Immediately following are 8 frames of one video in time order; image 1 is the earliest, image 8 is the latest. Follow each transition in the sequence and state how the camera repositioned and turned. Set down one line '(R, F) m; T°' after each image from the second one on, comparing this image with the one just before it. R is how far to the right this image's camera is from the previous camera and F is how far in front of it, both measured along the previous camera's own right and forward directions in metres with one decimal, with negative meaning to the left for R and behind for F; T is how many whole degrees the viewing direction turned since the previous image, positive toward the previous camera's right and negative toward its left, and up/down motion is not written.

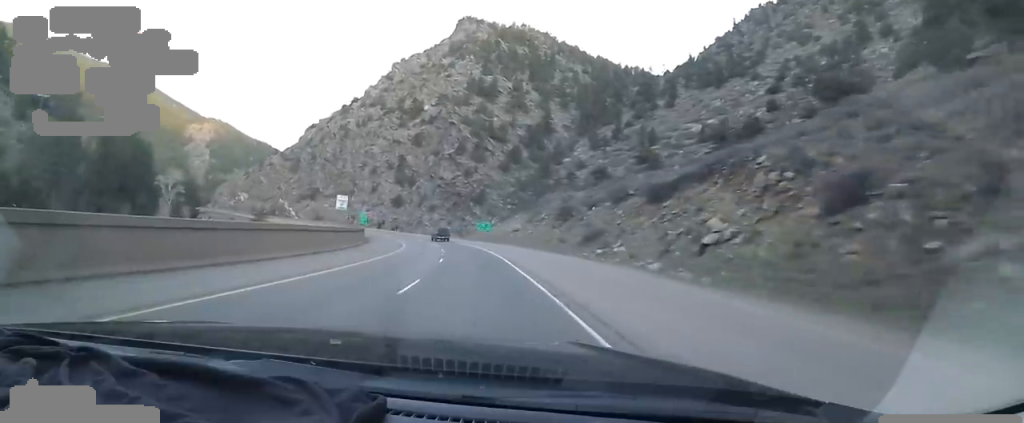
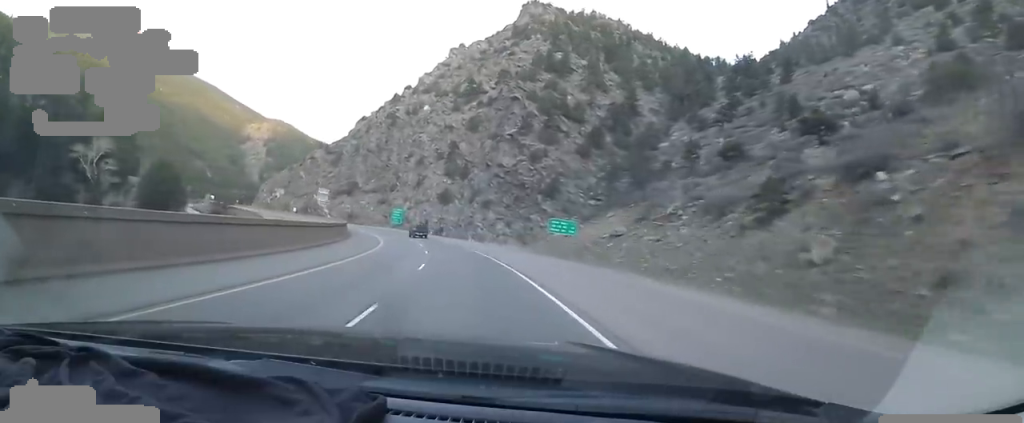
(-1.3, +42.1) m; -9°
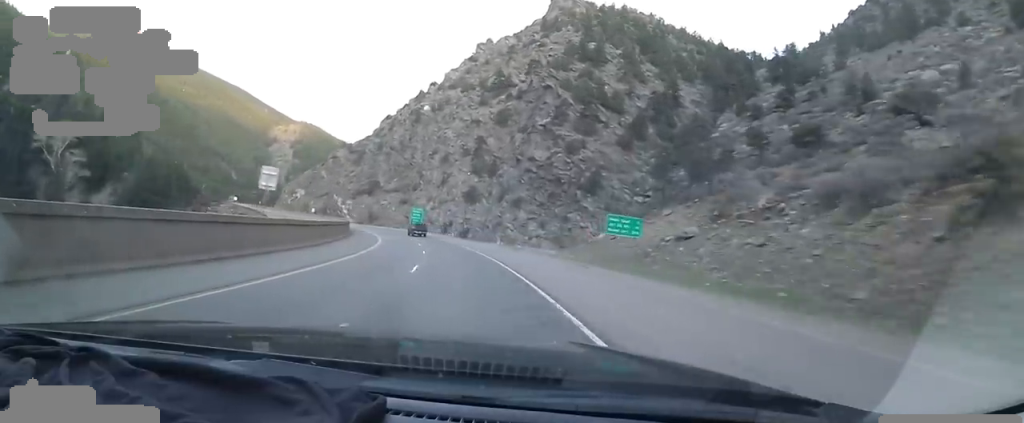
(-1.4, +13.9) m; -4°
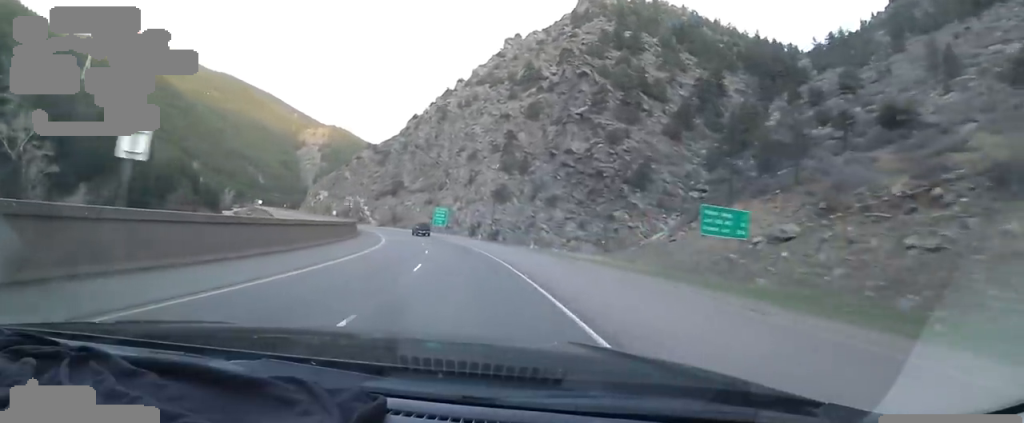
(-0.4, +12.3) m; -3°
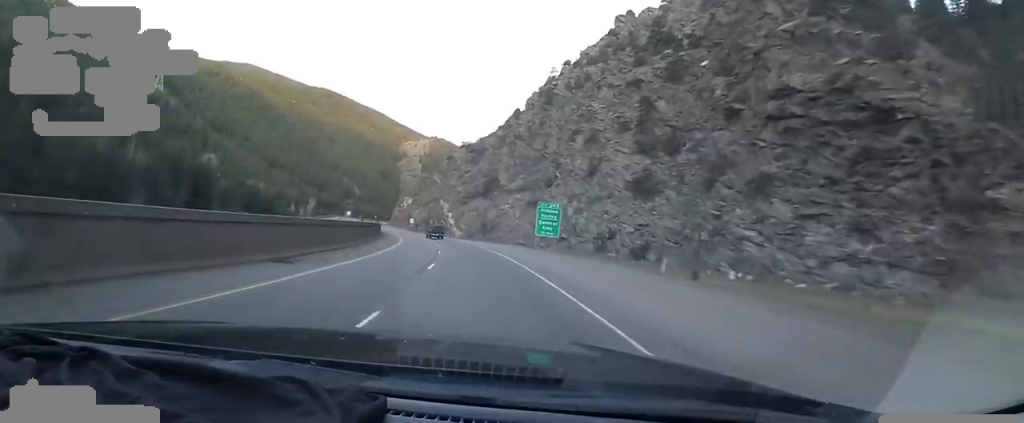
(-5.2, +48.6) m; -15°
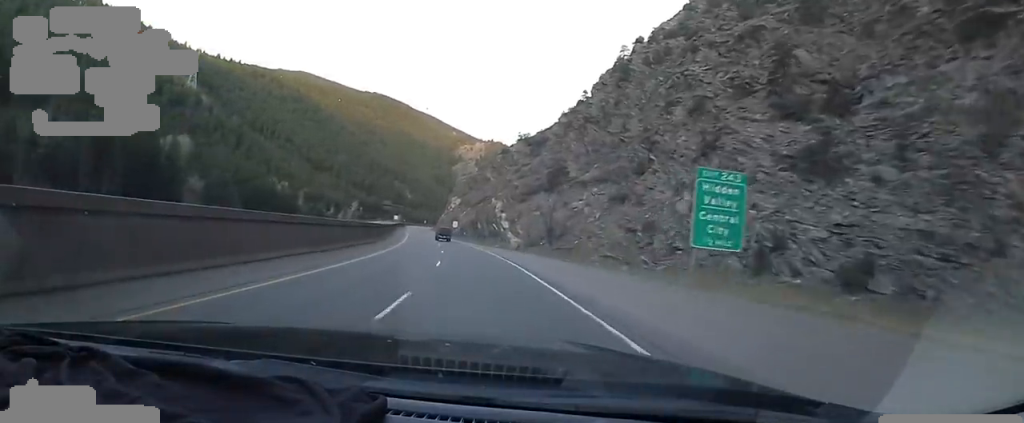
(-2.3, +34.7) m; -5°
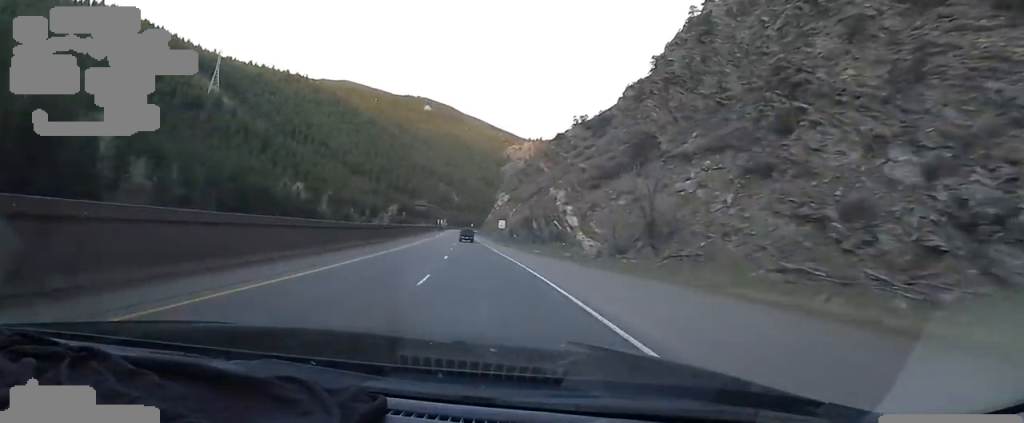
(-1.1, +32.3) m; -5°
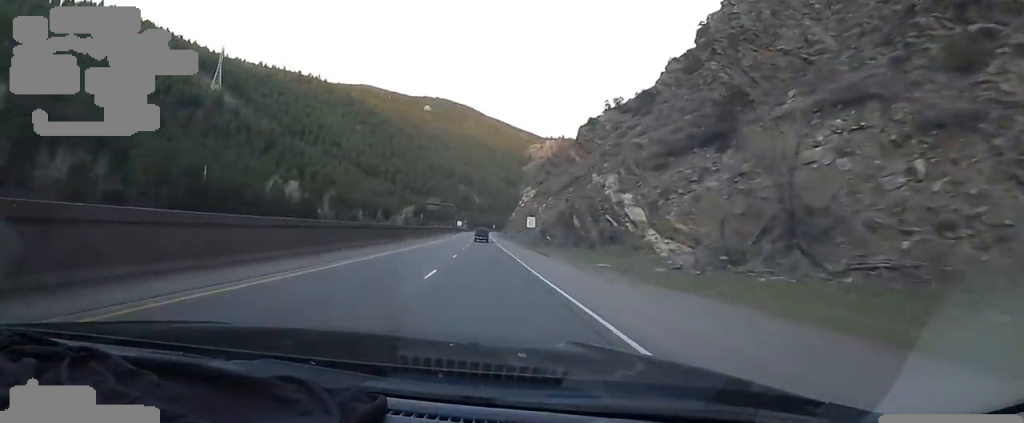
(-0.8, +22.8) m; -4°
